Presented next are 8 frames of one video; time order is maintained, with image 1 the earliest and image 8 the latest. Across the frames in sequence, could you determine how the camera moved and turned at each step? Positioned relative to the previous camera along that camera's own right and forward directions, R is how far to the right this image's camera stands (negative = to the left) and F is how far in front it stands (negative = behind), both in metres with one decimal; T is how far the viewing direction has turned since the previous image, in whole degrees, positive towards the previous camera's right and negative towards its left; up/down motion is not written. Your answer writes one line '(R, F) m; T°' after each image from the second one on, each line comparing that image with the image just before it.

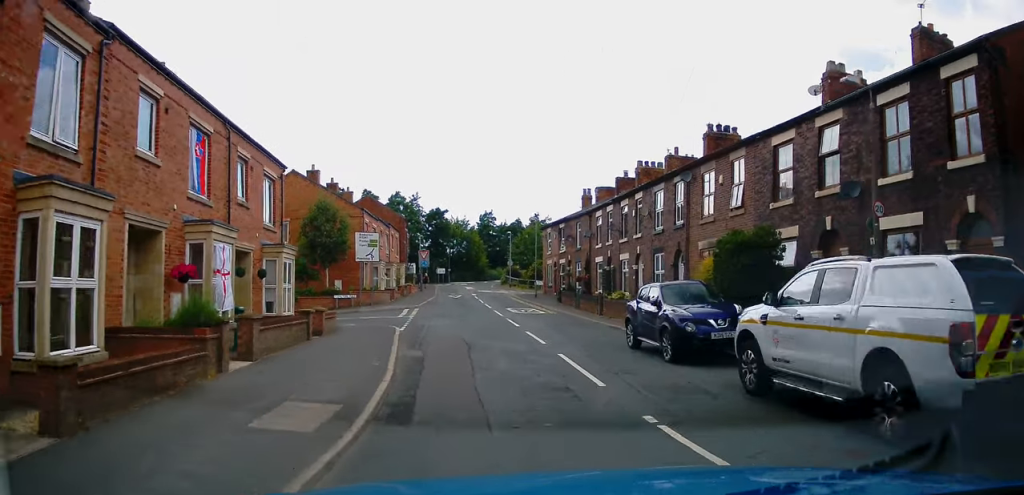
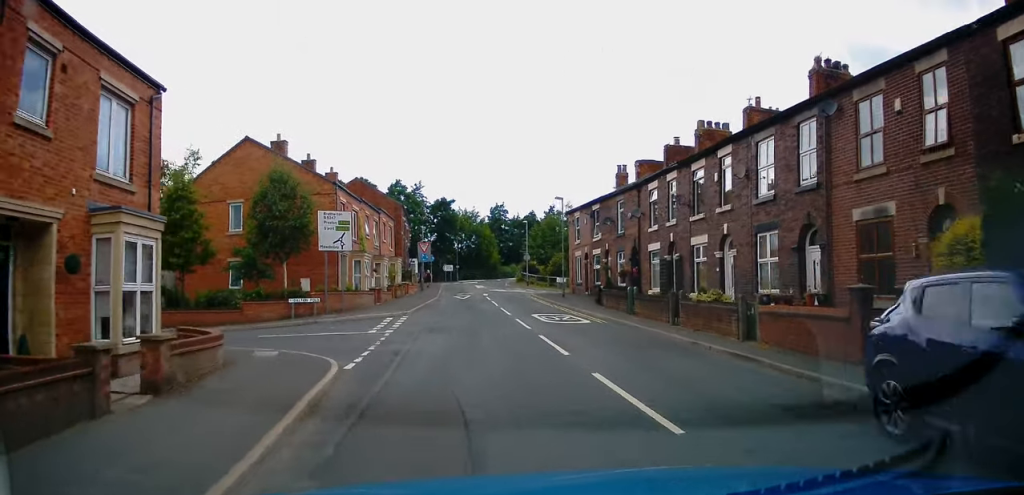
(0.0, +9.4) m; 0°
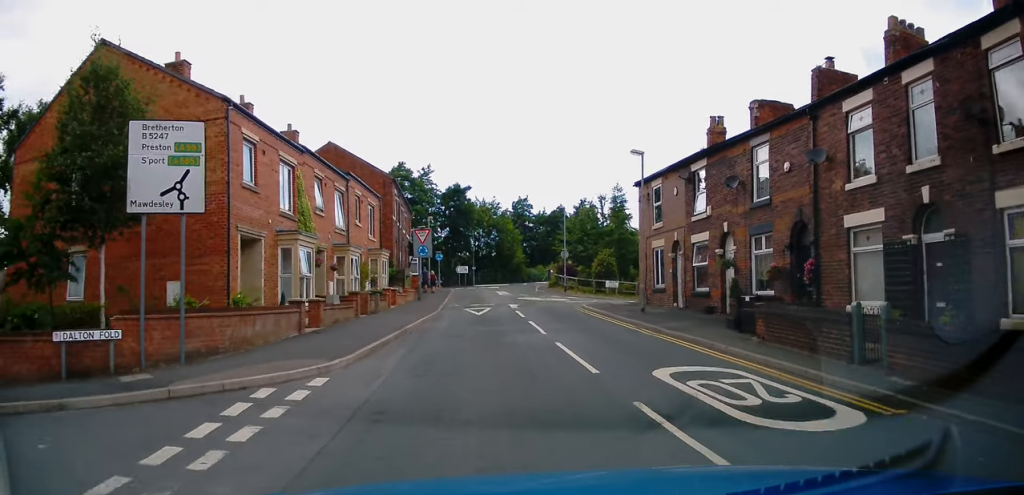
(-0.2, +14.1) m; -3°
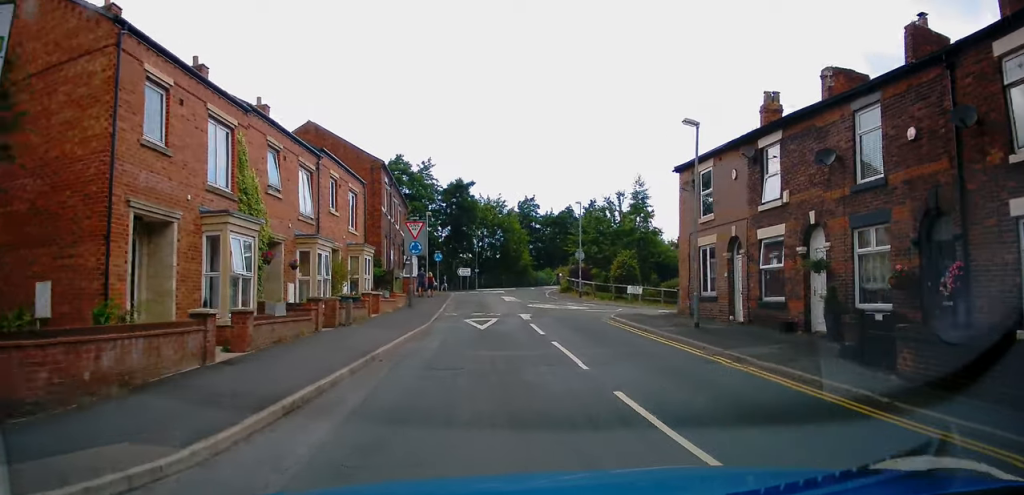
(-0.2, +5.3) m; 0°
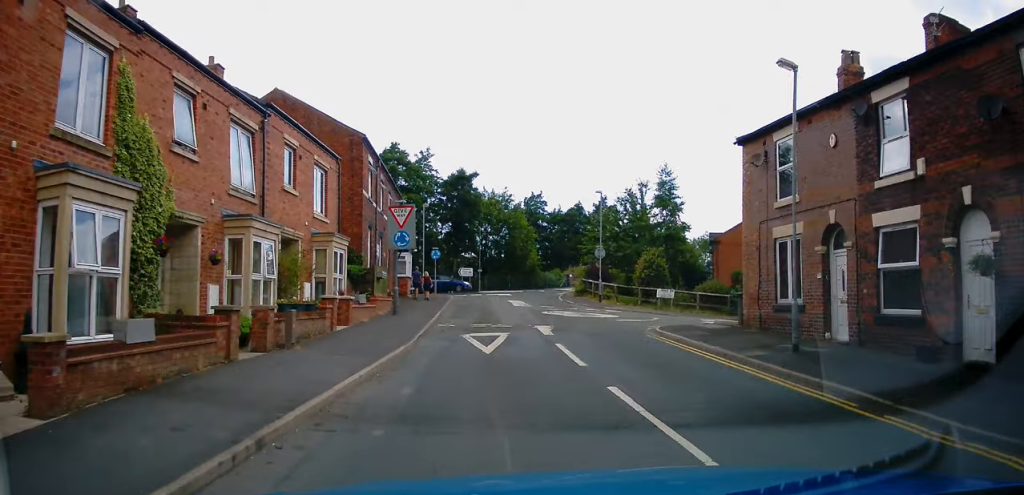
(-0.1, +5.4) m; 0°
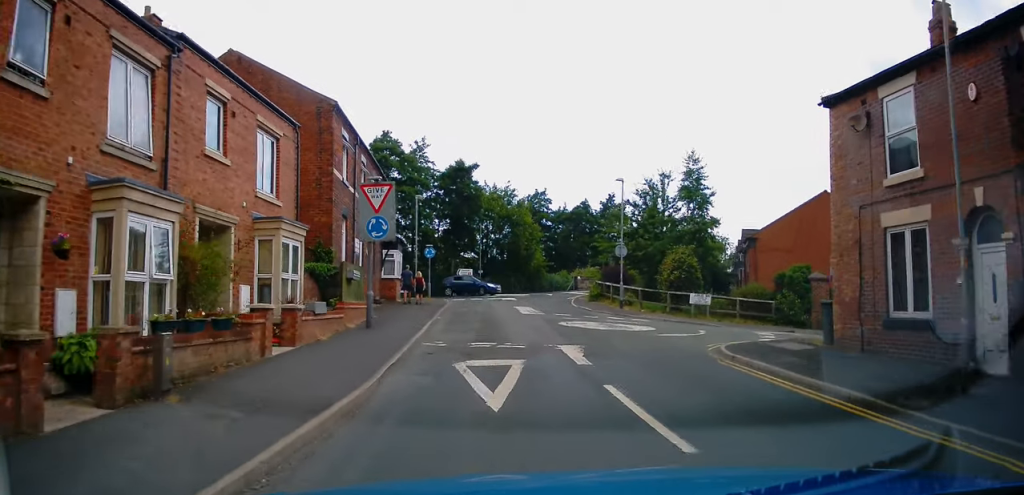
(+0.2, +5.2) m; +1°
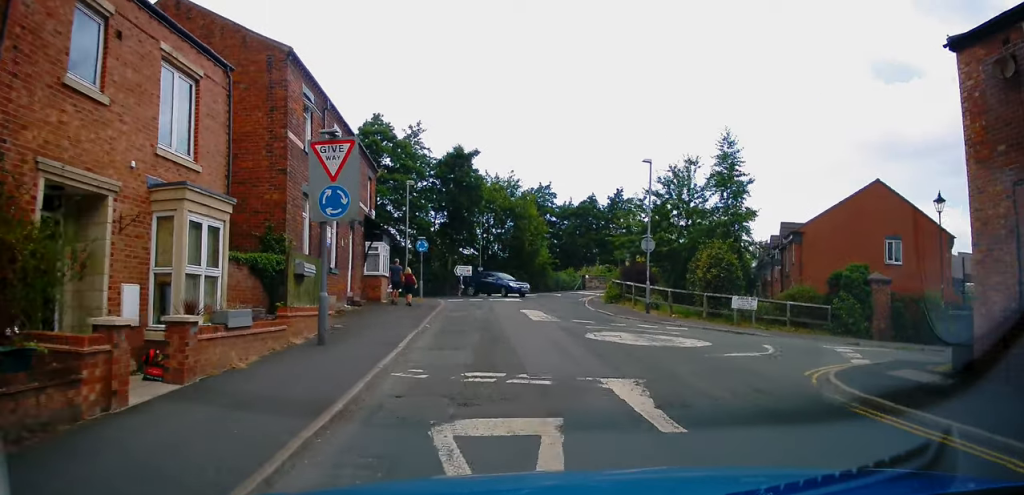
(+0.1, +4.8) m; +1°
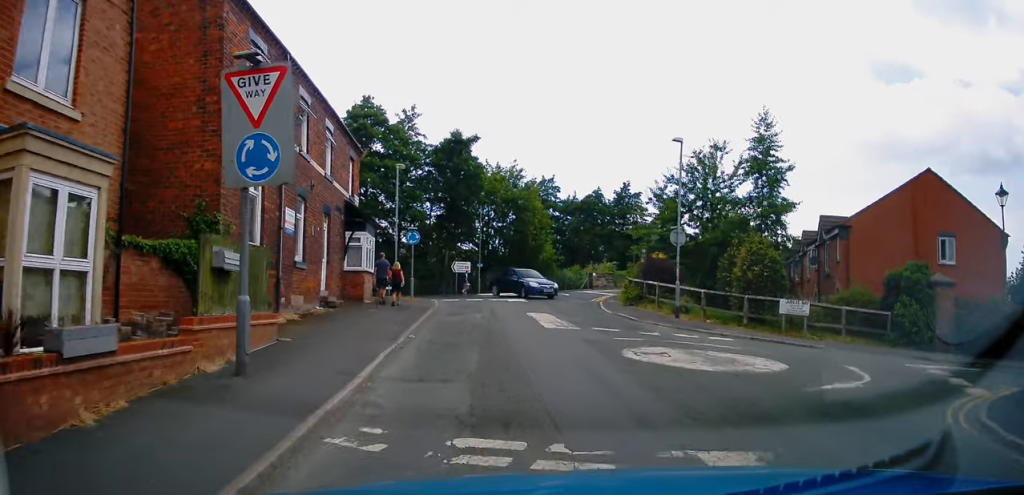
(0.0, +3.6) m; -1°
